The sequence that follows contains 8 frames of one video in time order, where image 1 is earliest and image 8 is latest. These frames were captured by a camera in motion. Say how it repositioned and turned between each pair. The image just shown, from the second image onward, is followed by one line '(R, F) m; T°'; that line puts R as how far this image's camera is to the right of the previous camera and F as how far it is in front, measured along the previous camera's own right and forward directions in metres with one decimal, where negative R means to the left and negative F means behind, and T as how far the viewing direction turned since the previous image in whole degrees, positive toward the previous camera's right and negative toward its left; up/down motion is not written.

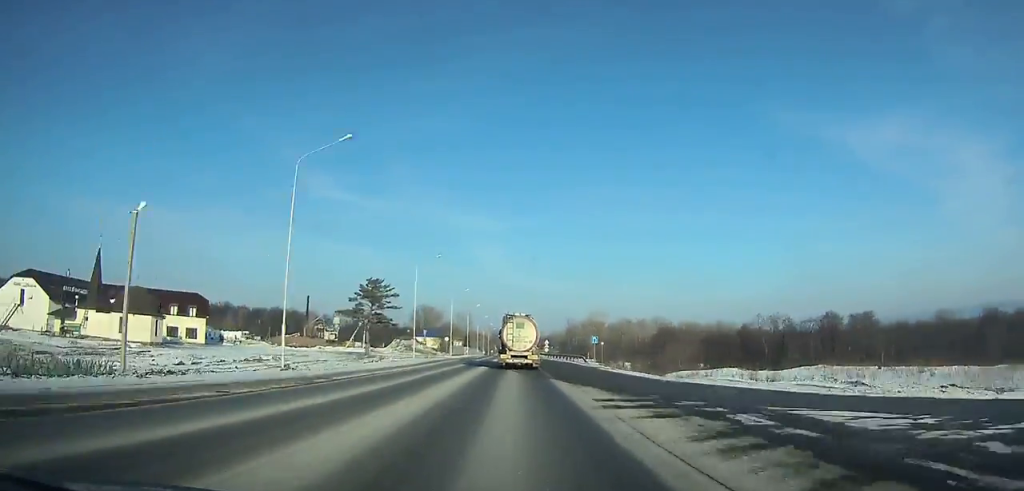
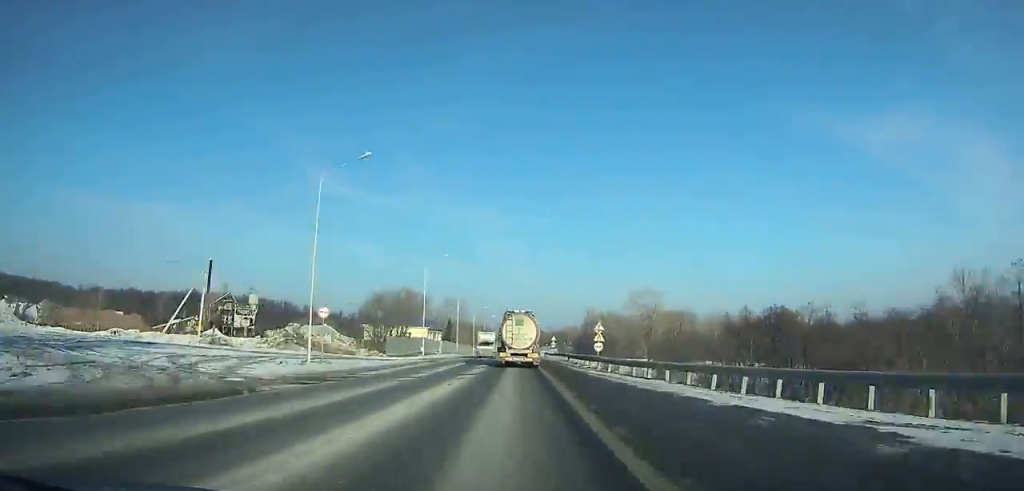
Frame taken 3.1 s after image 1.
(-0.3, +67.2) m; 0°
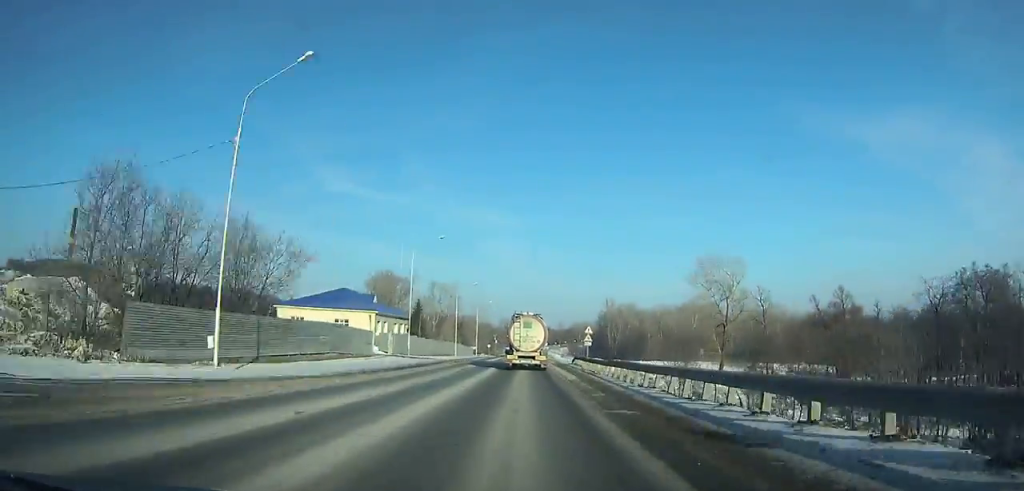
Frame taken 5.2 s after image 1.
(0.0, +45.4) m; 0°
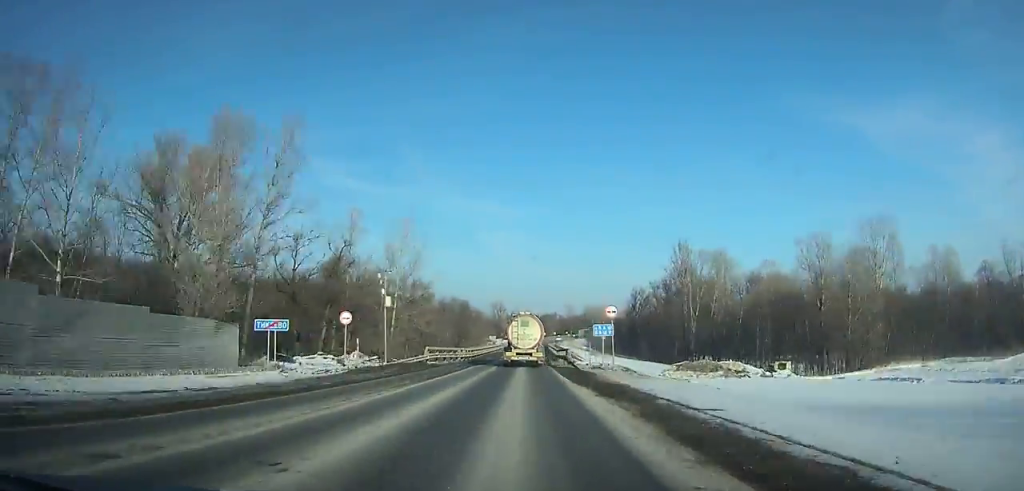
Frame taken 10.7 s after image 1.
(+0.6, +118.2) m; 0°
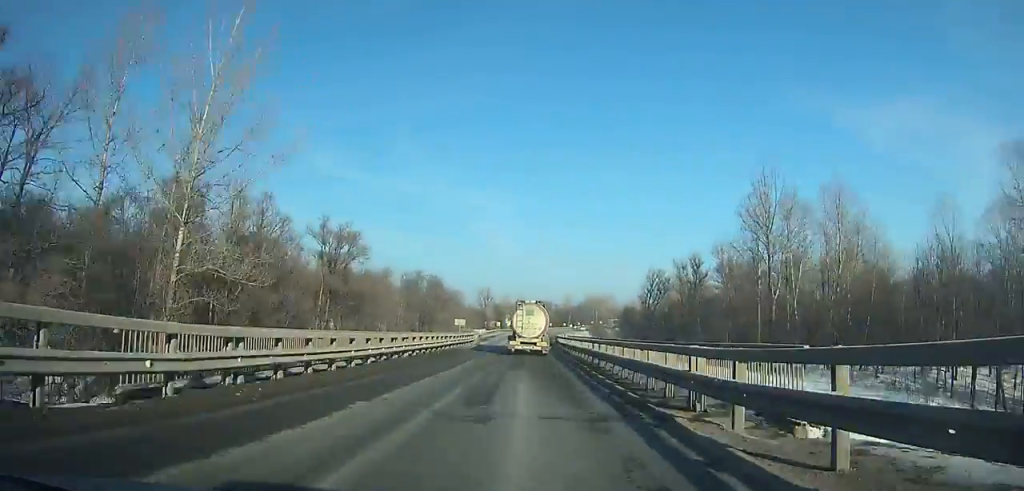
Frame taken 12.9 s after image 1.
(+0.3, +47.1) m; -1°
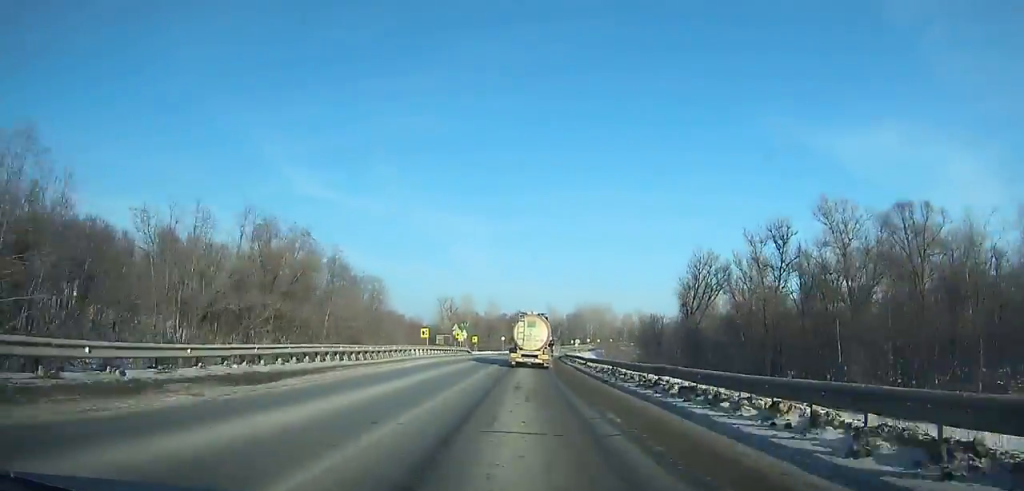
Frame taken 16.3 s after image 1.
(-0.9, +72.7) m; +6°
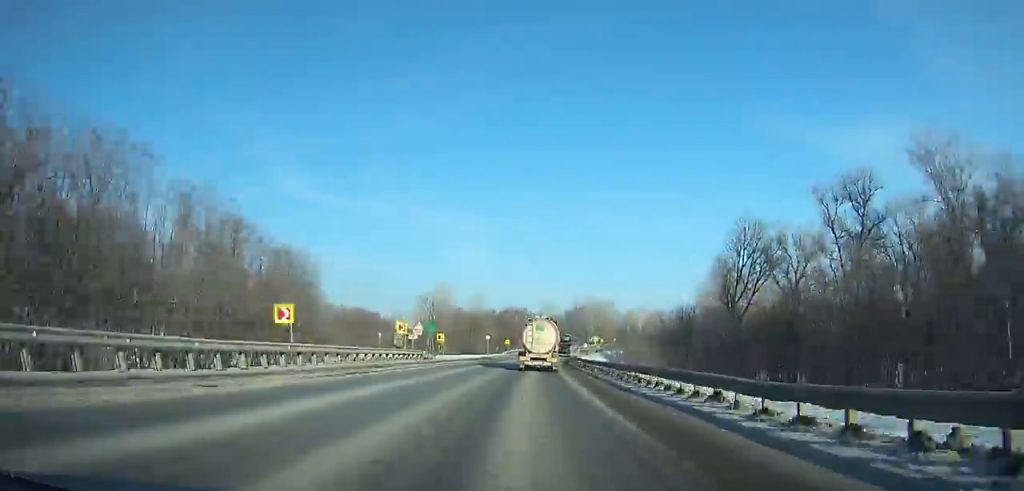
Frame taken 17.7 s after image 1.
(+3.2, +30.6) m; +3°
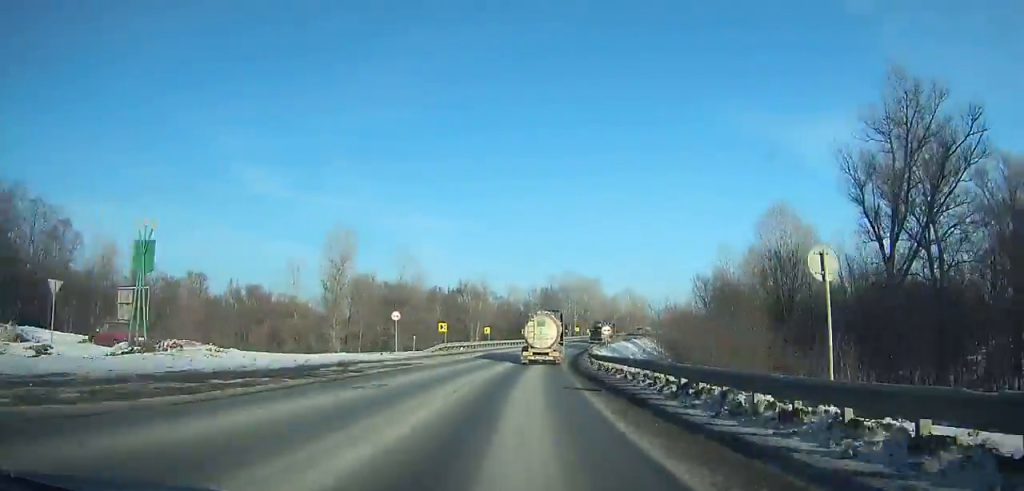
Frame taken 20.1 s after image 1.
(+2.8, +52.4) m; +5°
